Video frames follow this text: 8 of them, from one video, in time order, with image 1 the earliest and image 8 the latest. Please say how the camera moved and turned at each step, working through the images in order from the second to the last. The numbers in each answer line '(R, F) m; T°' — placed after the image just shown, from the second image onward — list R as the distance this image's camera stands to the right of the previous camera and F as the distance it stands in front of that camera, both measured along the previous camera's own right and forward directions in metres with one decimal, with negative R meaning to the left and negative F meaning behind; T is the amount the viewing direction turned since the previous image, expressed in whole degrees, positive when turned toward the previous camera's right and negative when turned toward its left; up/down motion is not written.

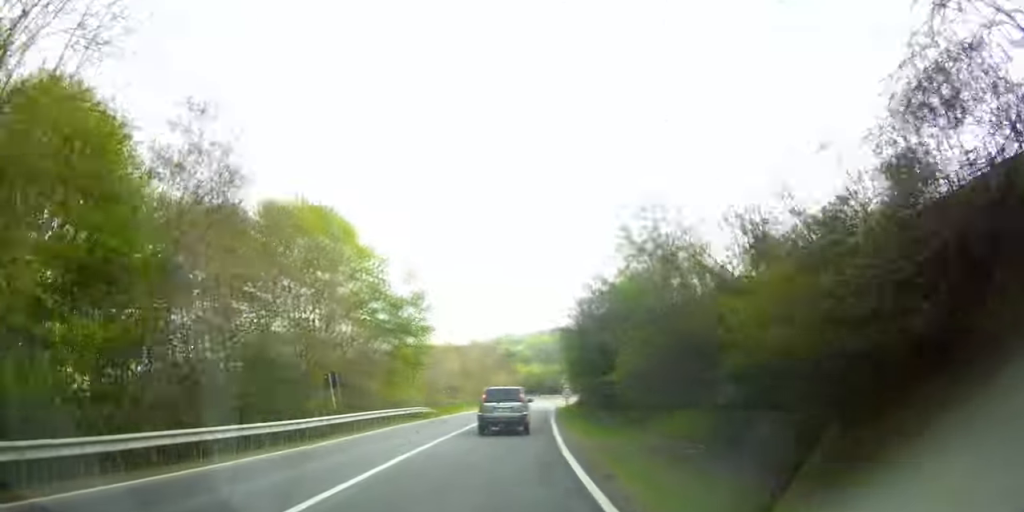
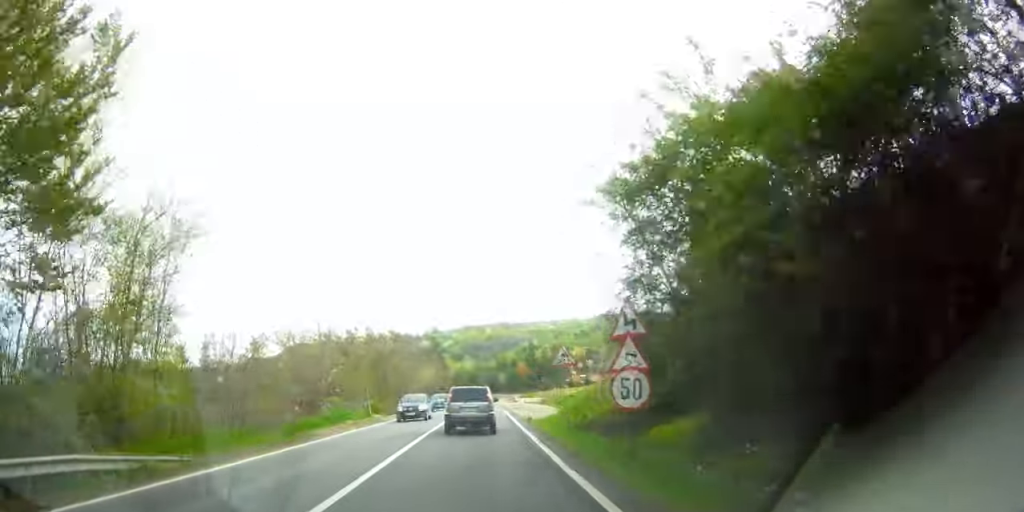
(+3.0, +33.2) m; +10°
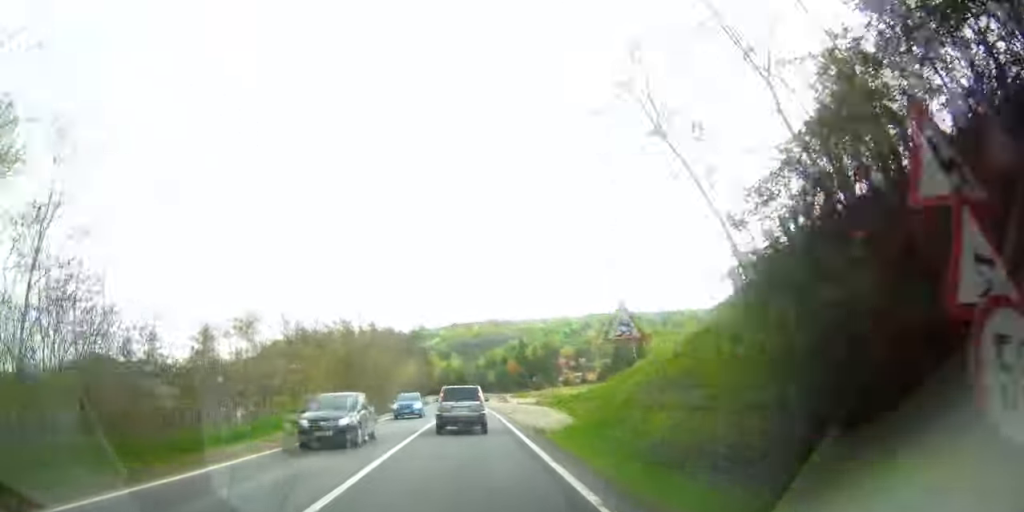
(0.0, +8.9) m; +3°
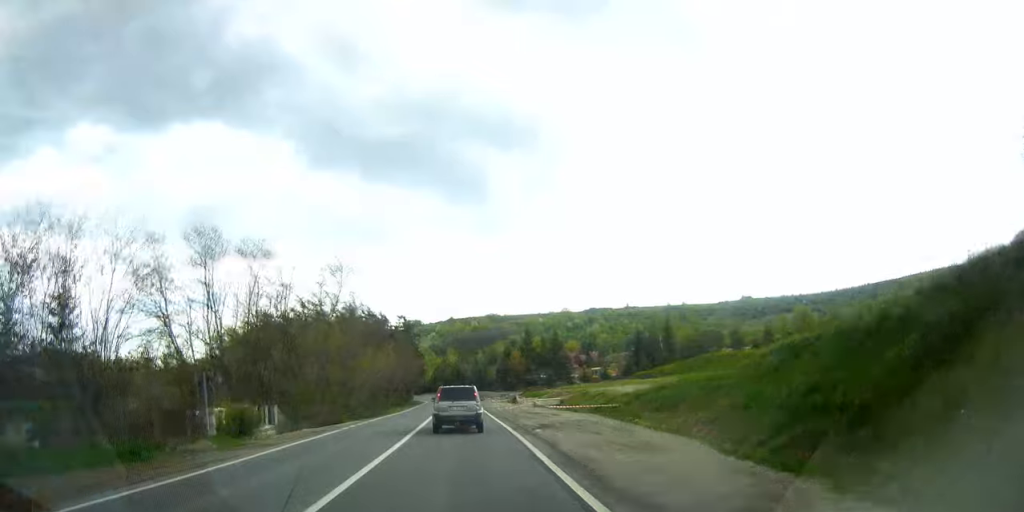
(+1.5, +17.5) m; +8°
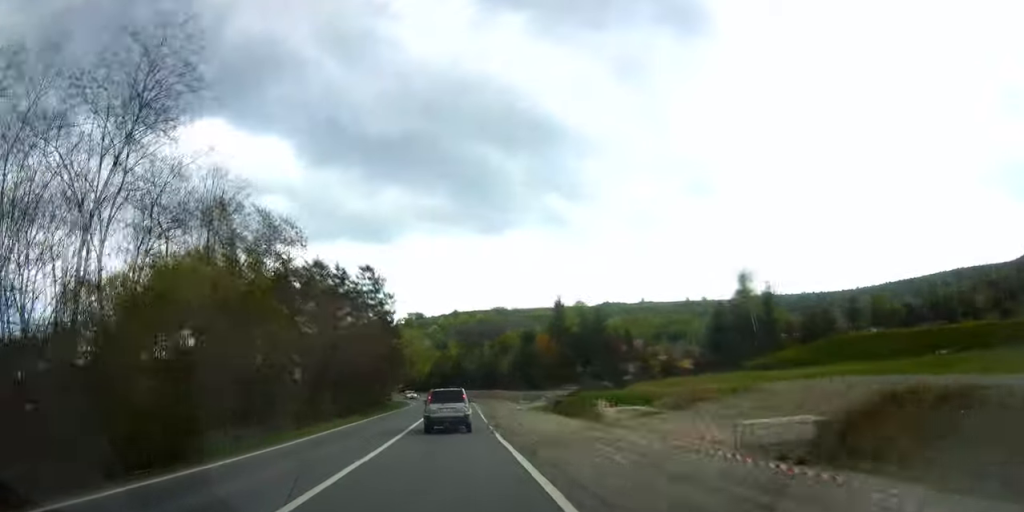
(+5.2, +37.5) m; +14°
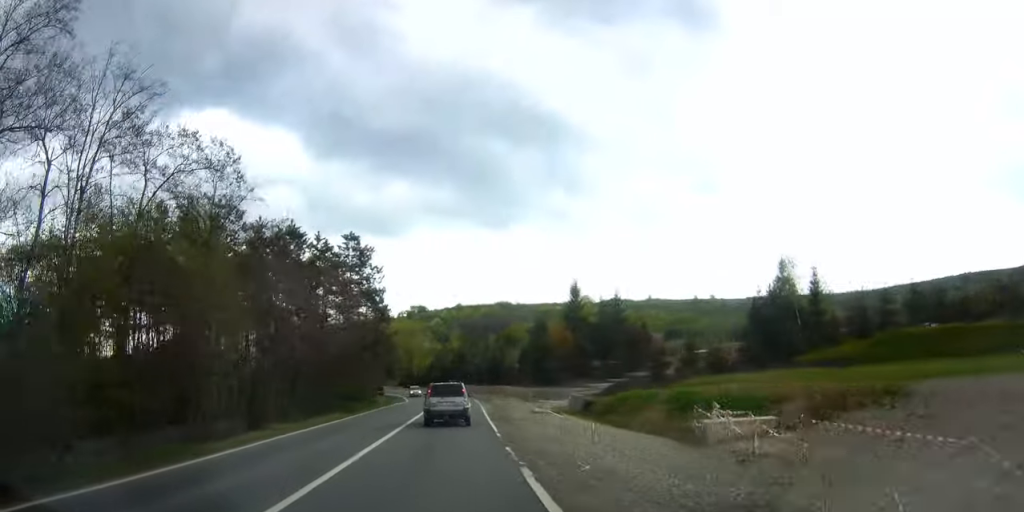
(+0.1, +11.3) m; +2°
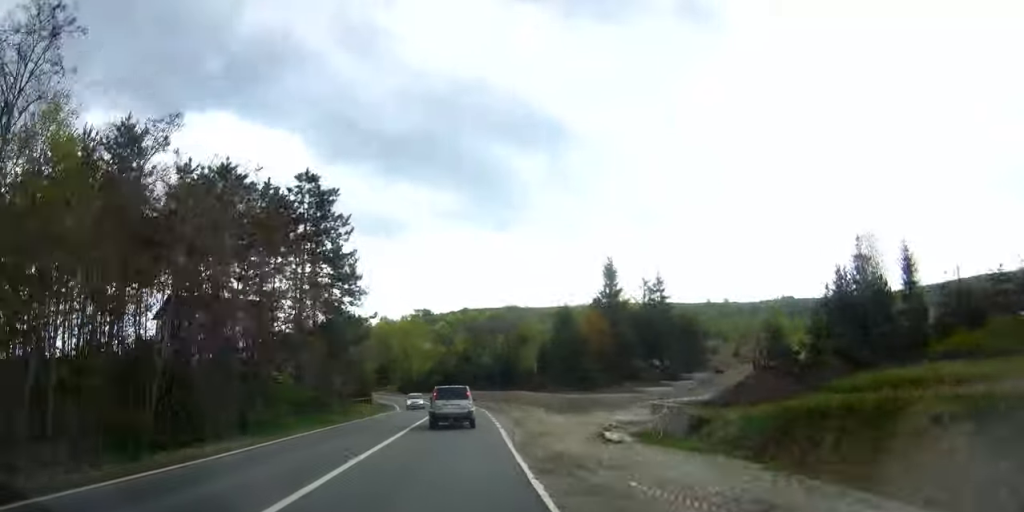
(+0.4, +17.5) m; +1°
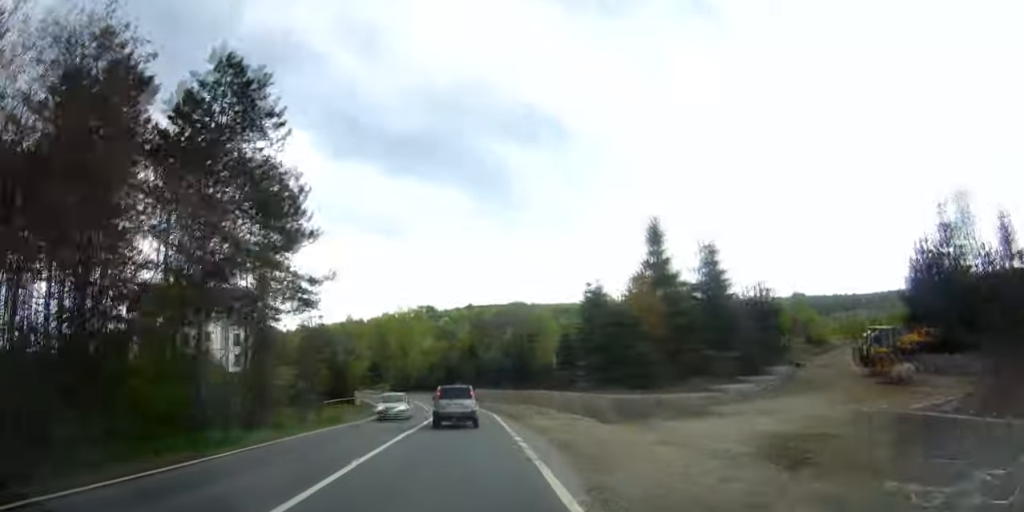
(+0.8, +15.1) m; -2°
